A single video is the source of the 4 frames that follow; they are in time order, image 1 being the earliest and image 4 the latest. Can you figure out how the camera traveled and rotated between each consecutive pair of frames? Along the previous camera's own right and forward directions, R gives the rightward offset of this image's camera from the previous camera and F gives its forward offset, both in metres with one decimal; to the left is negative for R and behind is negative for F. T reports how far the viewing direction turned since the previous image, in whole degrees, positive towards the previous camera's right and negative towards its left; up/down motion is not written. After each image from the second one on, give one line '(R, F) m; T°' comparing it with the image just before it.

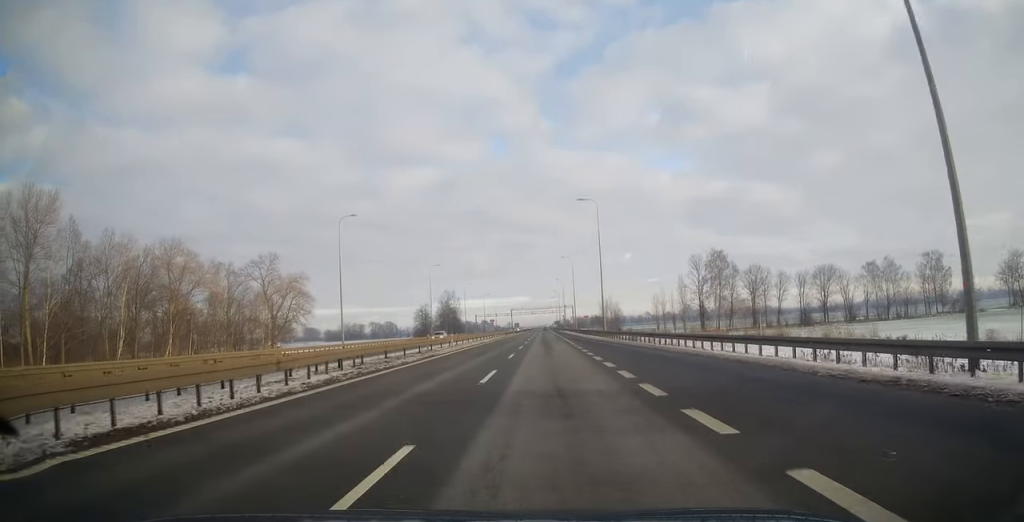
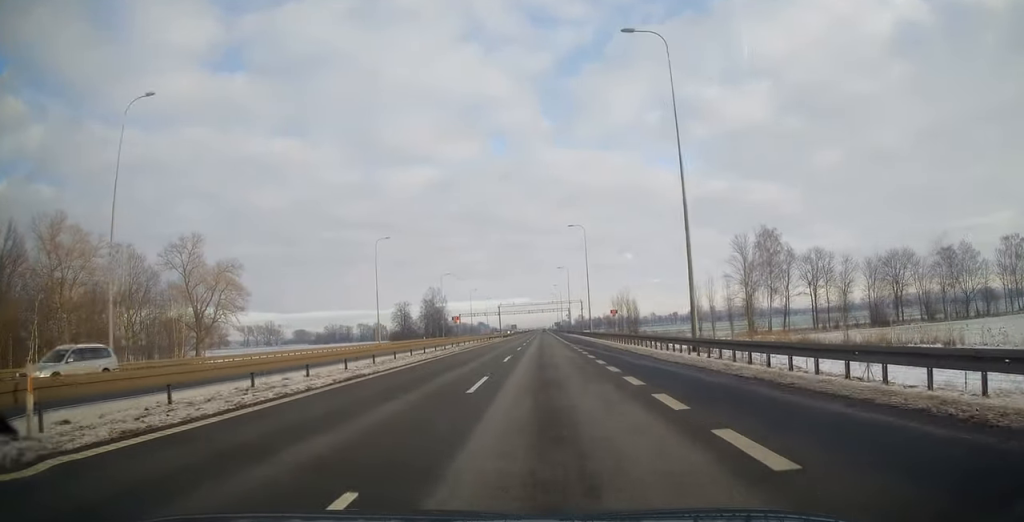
(-0.2, +45.2) m; 0°
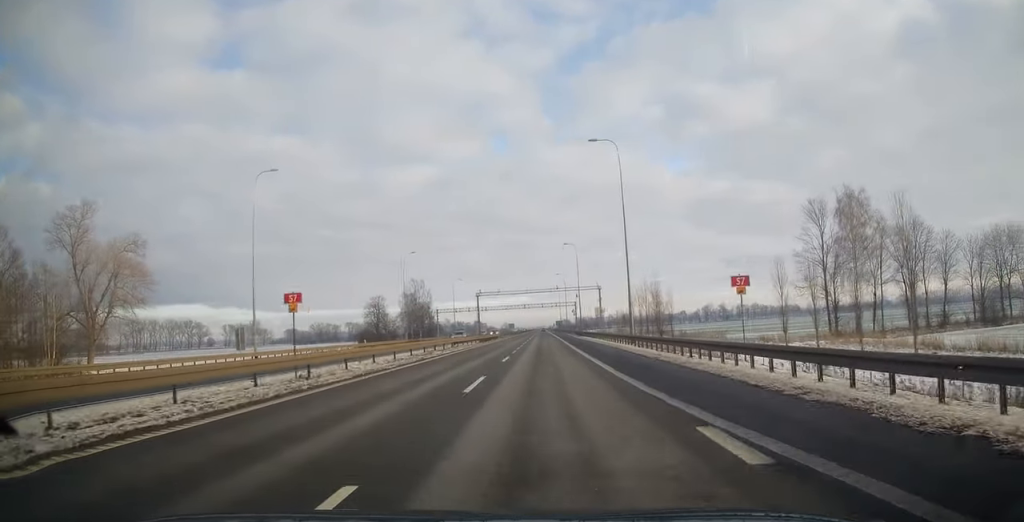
(0.0, +41.2) m; 0°
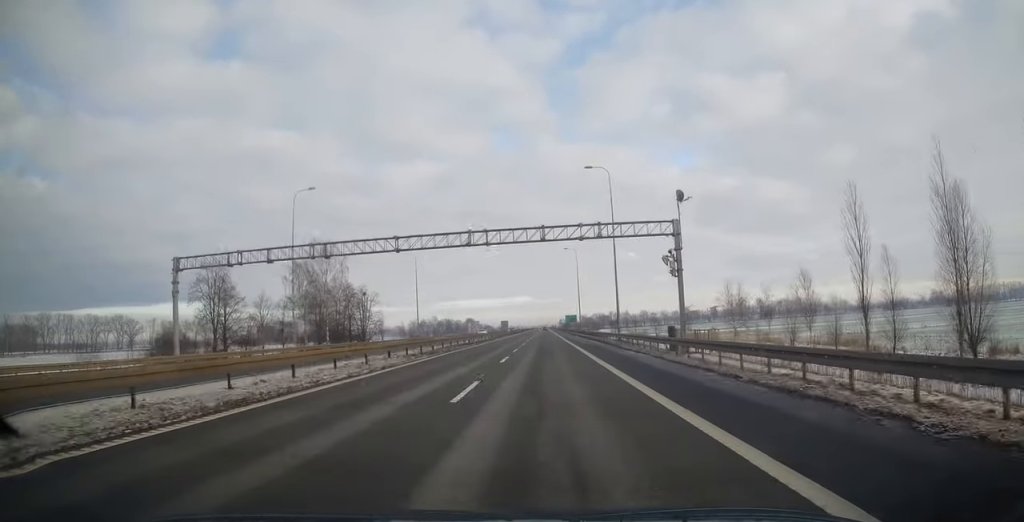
(0.0, +103.3) m; 0°
